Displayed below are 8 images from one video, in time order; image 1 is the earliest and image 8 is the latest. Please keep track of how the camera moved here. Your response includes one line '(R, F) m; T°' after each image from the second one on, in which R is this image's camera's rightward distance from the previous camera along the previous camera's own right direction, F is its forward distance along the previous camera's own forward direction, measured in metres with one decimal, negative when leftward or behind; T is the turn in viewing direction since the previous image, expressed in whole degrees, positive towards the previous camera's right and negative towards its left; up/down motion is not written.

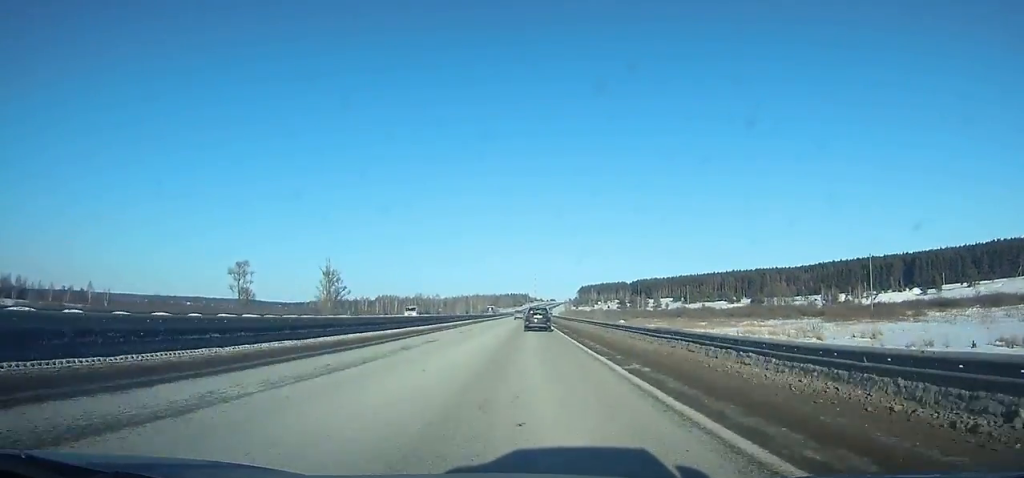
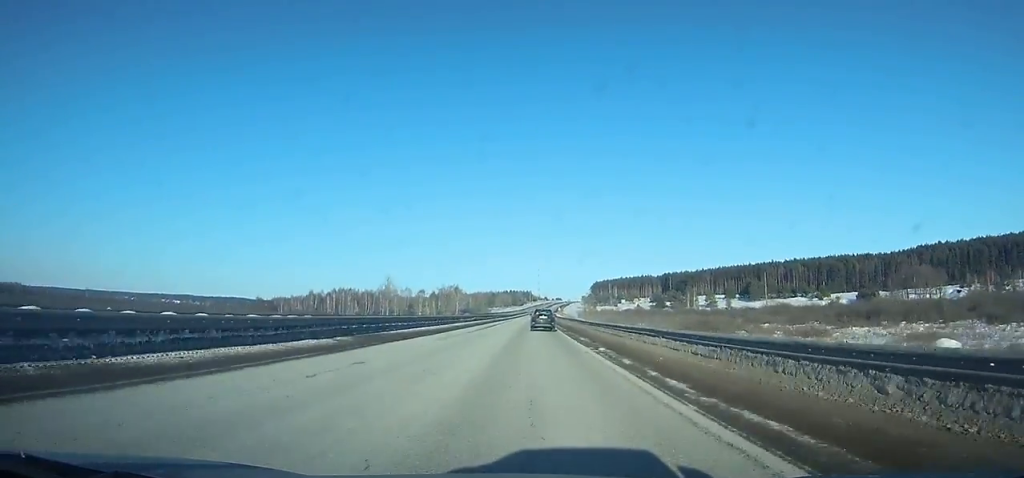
(-0.1, +146.1) m; 0°
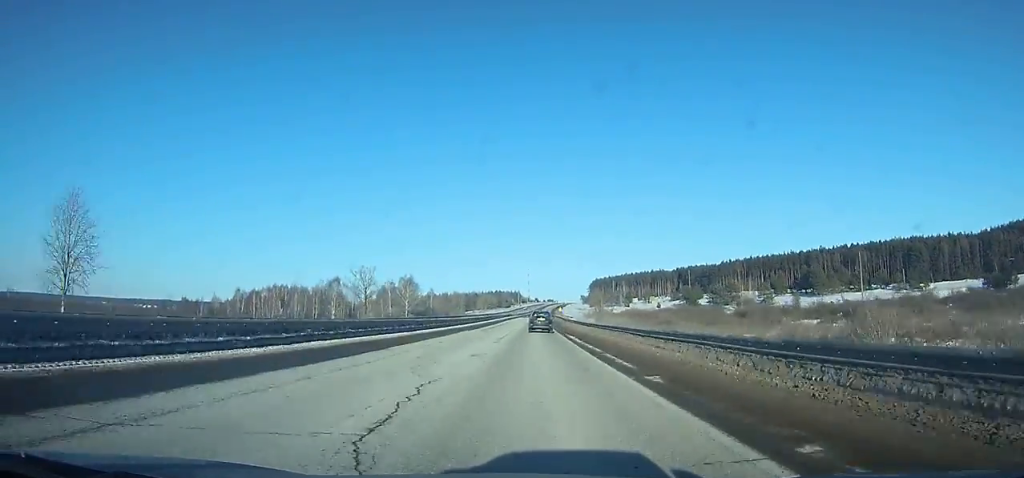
(+0.4, +102.1) m; +1°
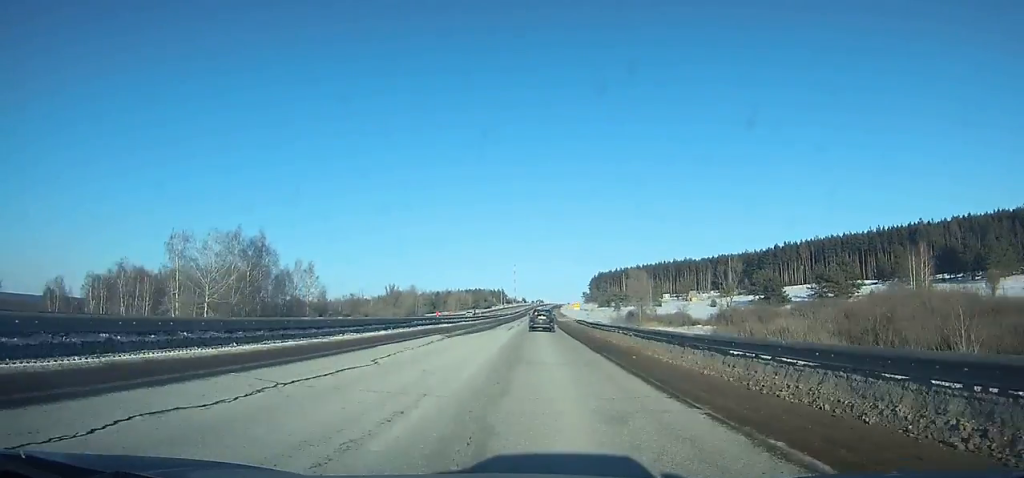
(+1.2, +121.6) m; +1°
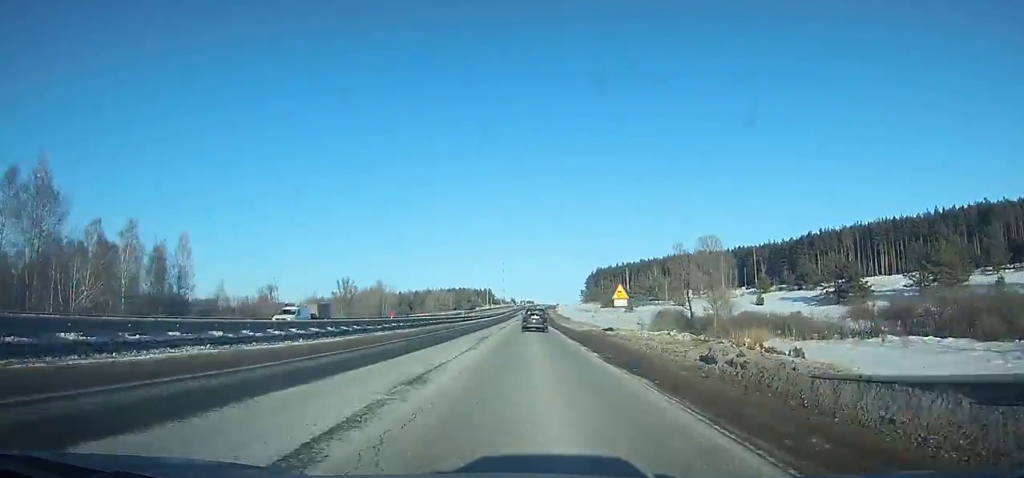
(+0.4, +52.9) m; +1°
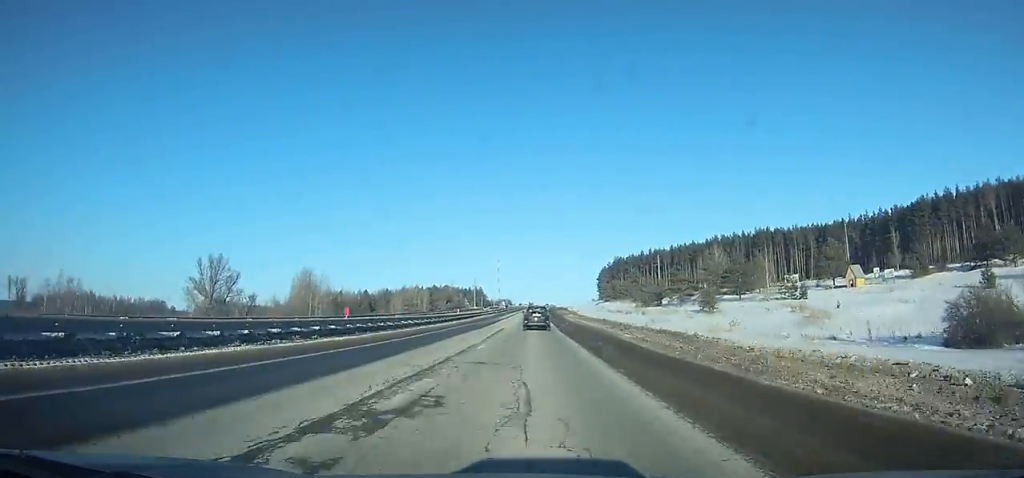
(+0.6, +90.5) m; +1°
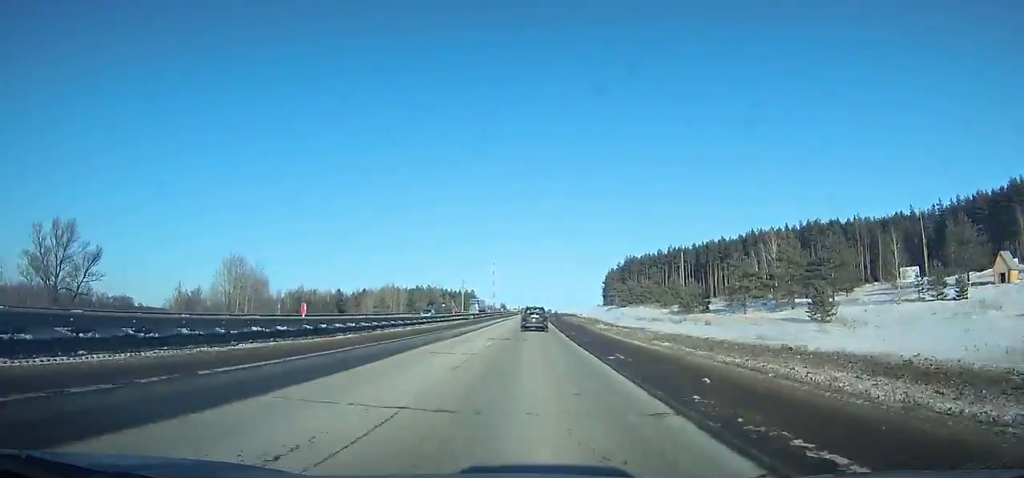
(0.0, +45.9) m; 0°
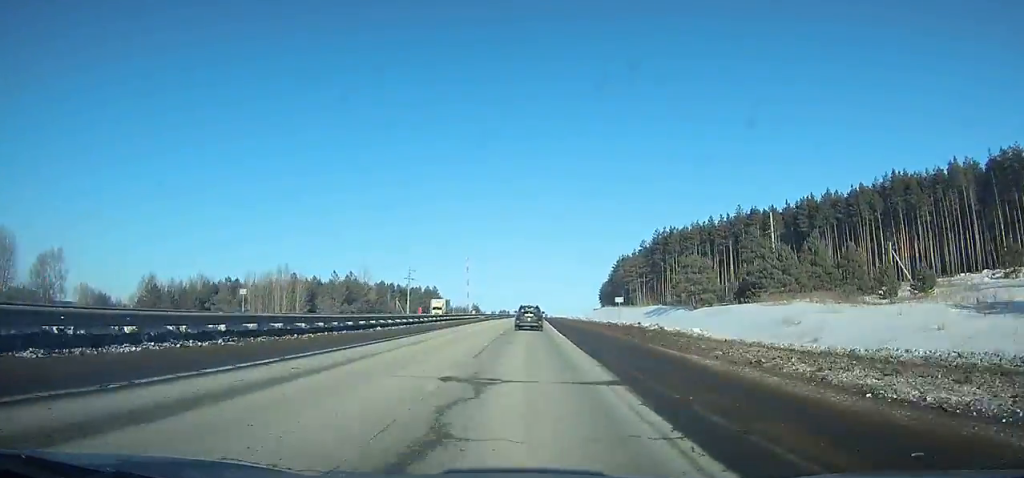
(+0.8, +95.0) m; +1°
